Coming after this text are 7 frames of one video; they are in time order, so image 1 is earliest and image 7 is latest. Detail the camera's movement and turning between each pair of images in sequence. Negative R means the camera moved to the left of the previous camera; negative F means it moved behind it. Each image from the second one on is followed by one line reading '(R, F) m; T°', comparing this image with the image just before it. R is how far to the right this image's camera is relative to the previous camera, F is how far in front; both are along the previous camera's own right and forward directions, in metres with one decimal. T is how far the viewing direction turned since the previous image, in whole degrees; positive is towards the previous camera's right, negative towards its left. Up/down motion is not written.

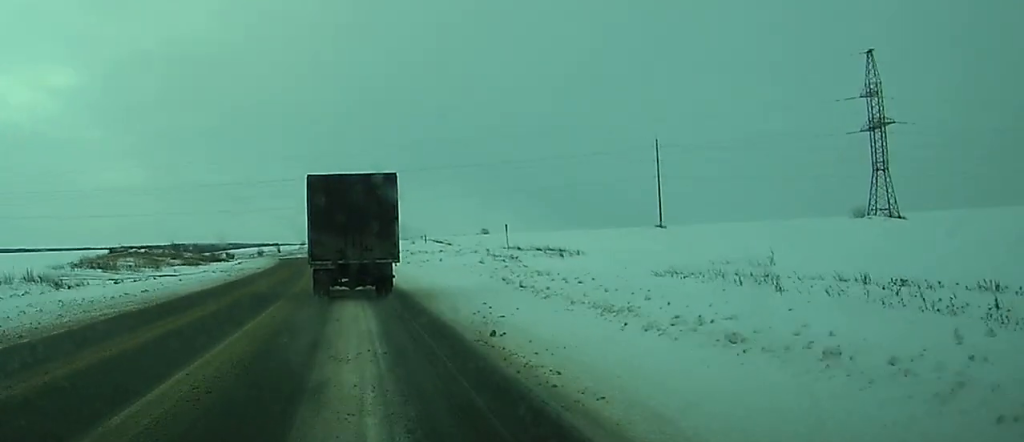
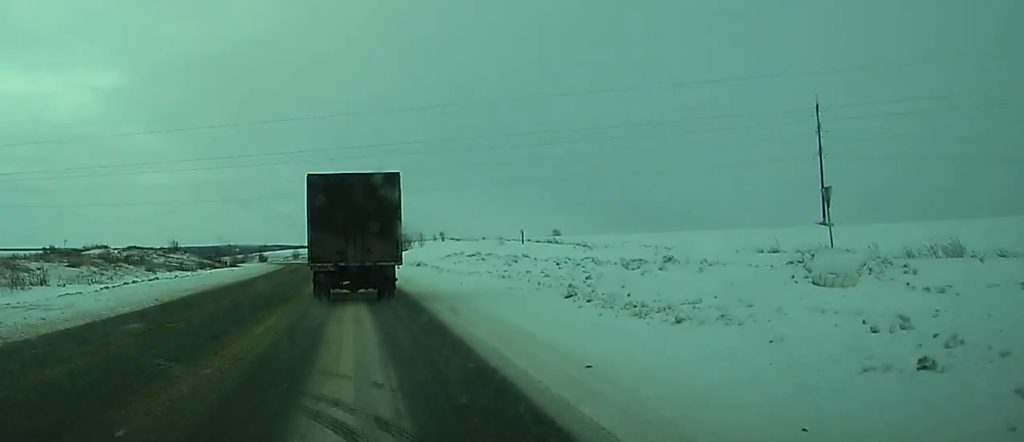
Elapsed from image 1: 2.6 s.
(-0.4, +55.1) m; -2°
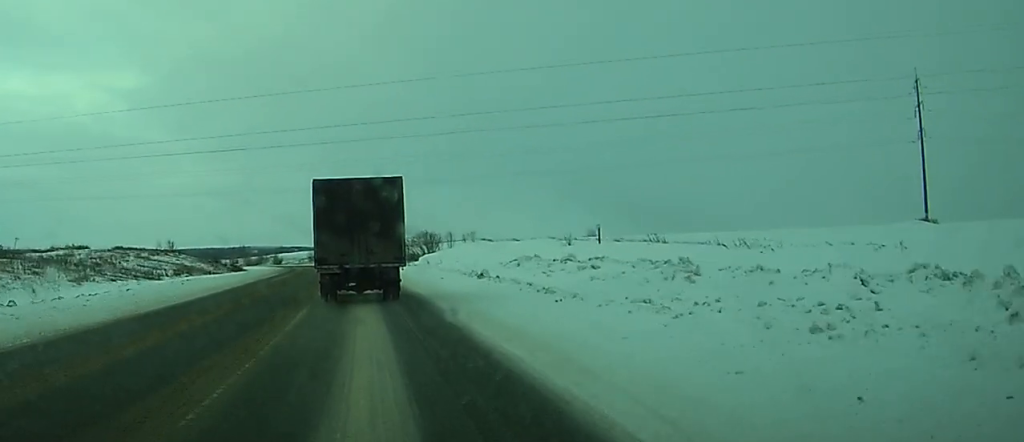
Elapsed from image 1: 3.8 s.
(-1.1, +23.6) m; -3°
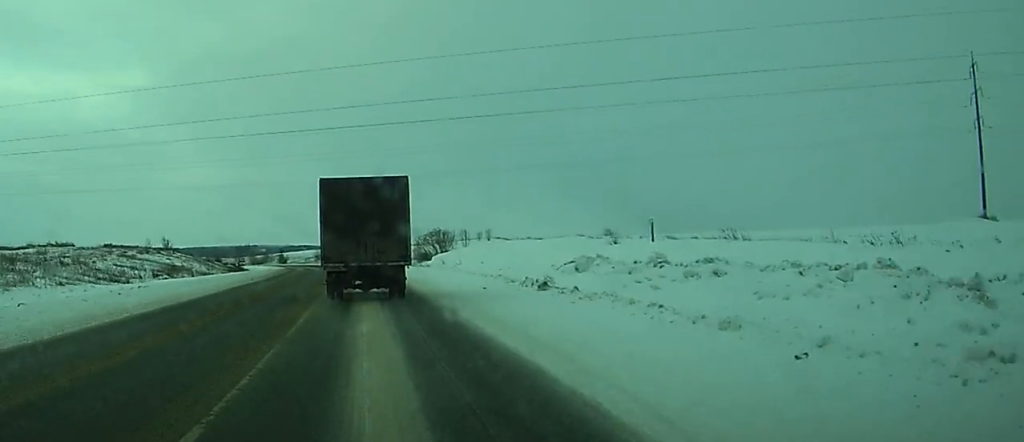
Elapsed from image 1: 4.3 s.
(0.0, +11.3) m; 0°
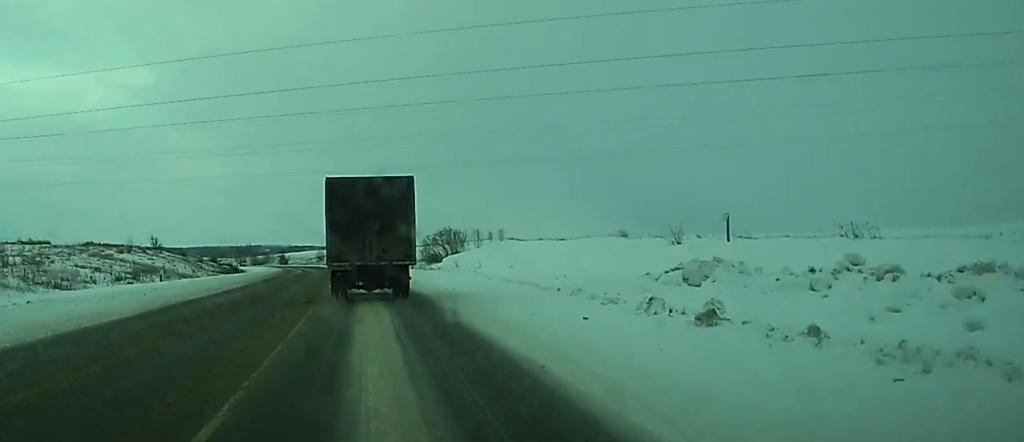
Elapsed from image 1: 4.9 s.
(+0.2, +11.9) m; +1°
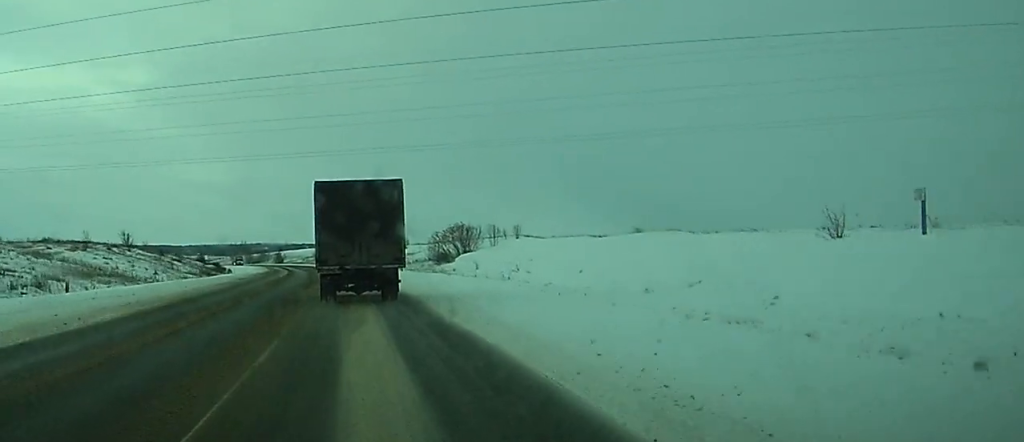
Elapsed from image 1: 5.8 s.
(0.0, +17.6) m; 0°
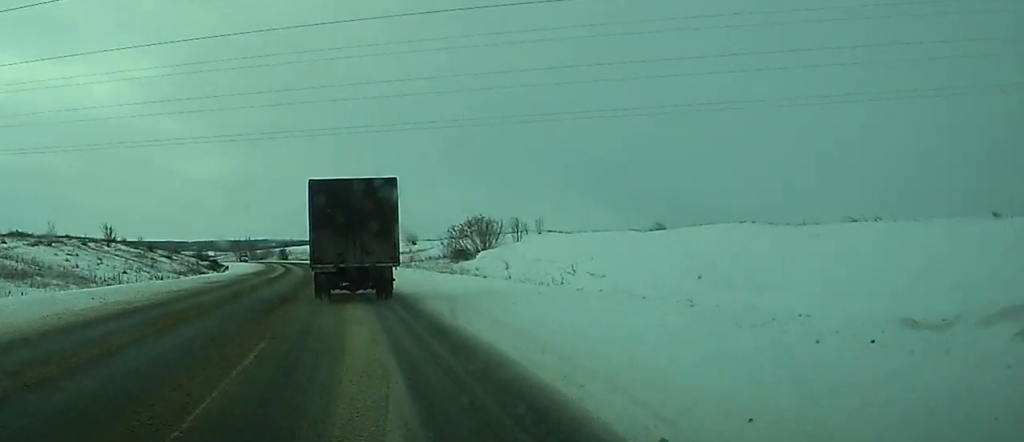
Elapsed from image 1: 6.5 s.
(-0.1, +12.9) m; -1°
